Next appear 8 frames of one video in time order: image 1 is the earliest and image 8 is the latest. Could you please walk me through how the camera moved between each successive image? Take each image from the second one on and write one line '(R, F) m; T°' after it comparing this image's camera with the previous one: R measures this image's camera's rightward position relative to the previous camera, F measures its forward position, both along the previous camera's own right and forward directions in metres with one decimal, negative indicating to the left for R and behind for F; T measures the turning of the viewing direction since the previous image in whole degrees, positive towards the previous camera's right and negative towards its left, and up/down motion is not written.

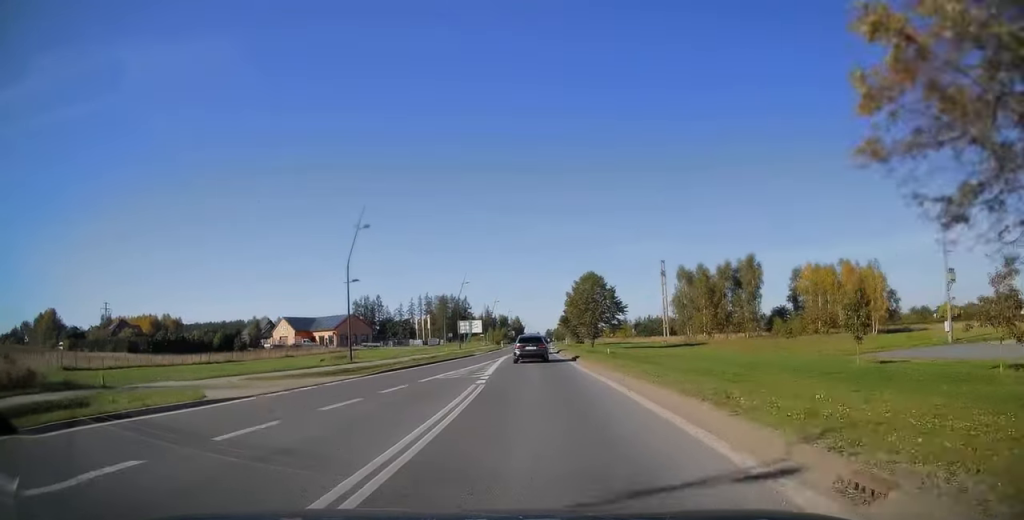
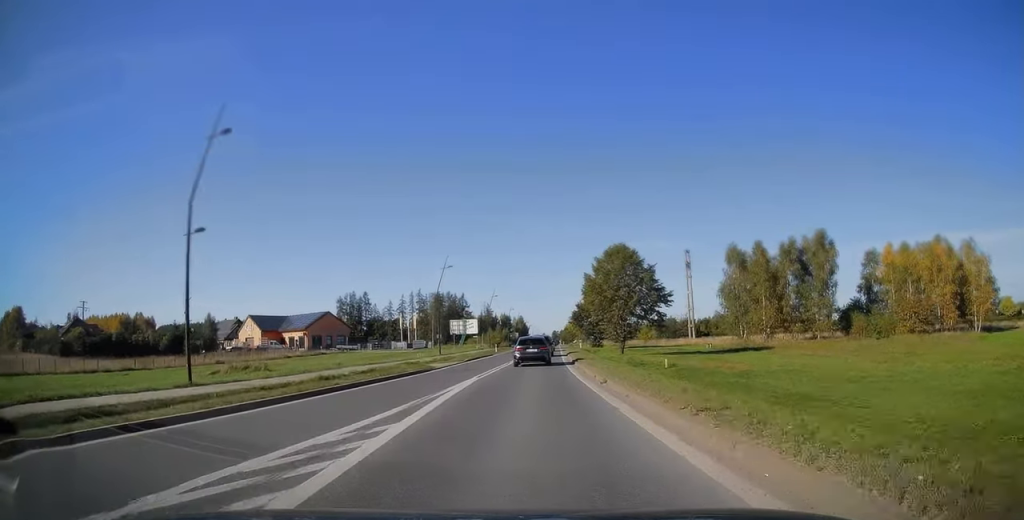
(-0.2, +22.4) m; 0°
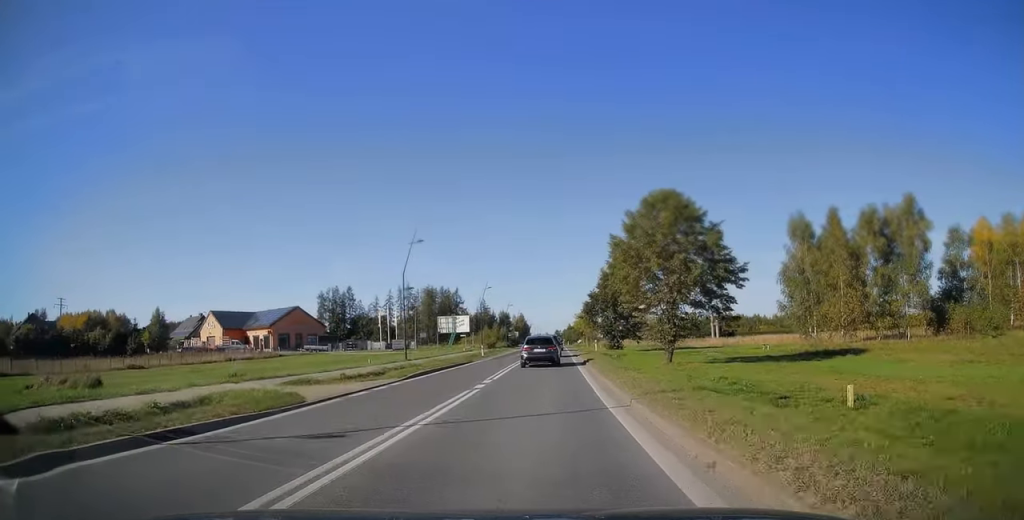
(-0.1, +18.2) m; 0°
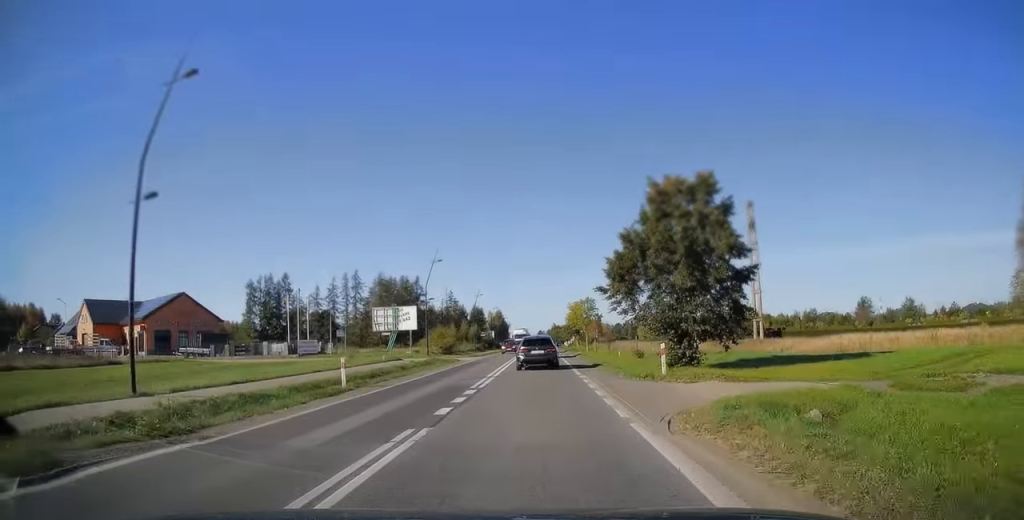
(+0.3, +35.3) m; +1°
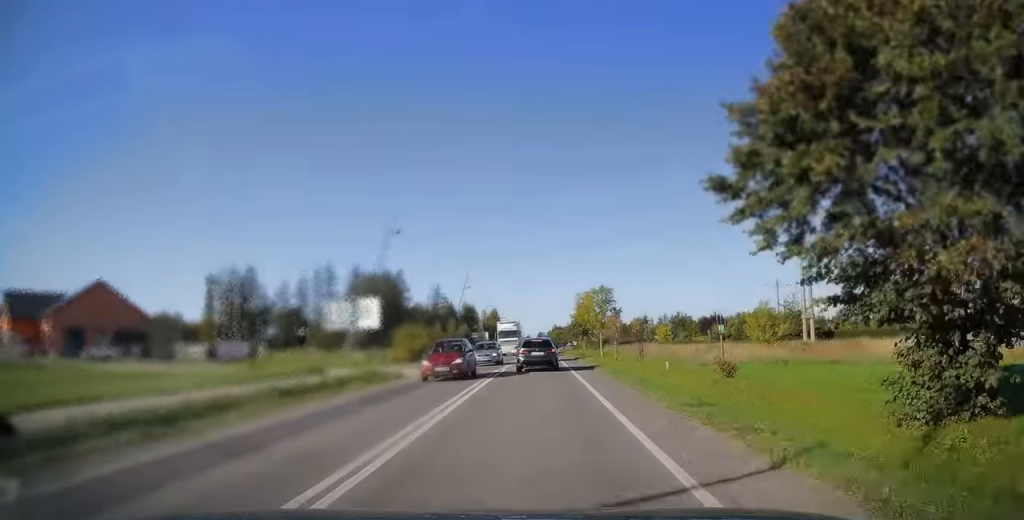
(+0.1, +18.8) m; 0°
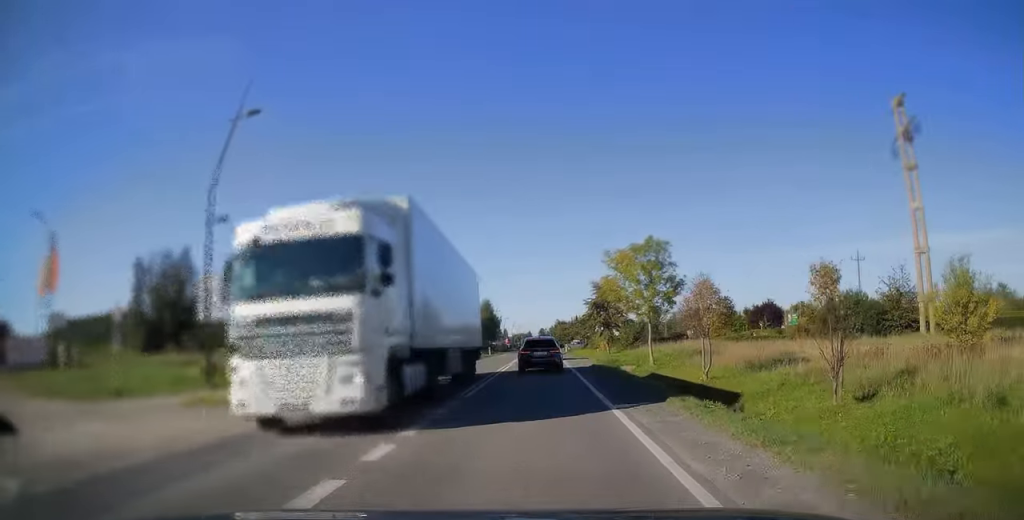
(+0.1, +25.4) m; 0°
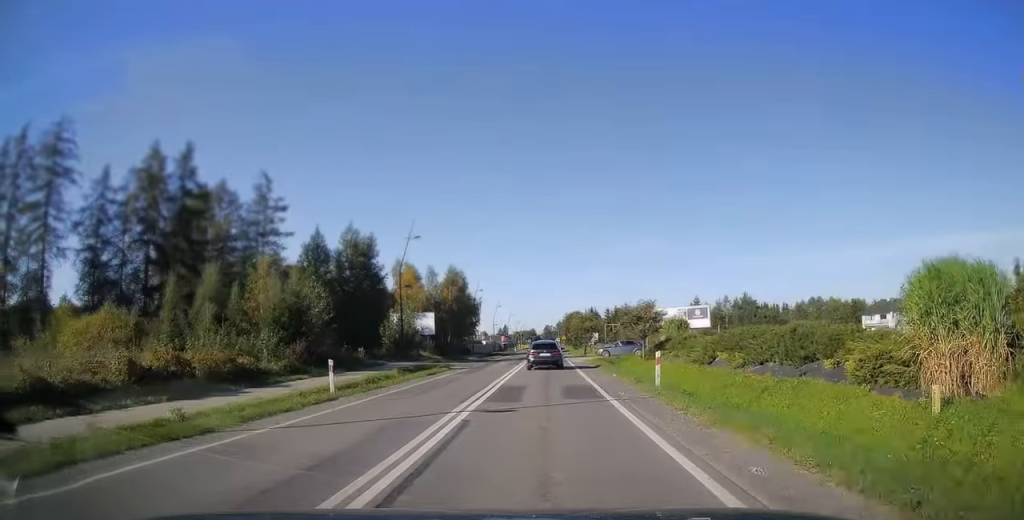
(-0.1, +59.6) m; 0°
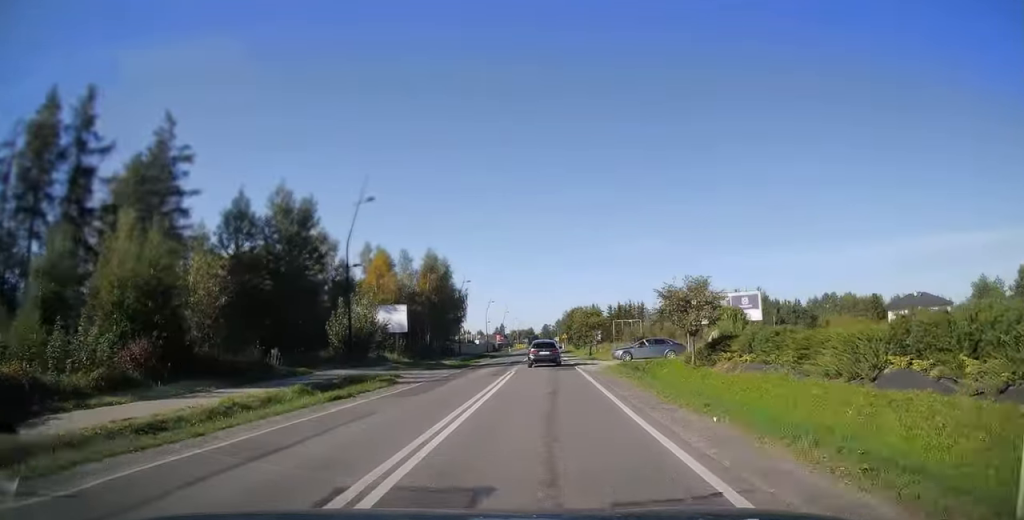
(0.0, +13.6) m; 0°
